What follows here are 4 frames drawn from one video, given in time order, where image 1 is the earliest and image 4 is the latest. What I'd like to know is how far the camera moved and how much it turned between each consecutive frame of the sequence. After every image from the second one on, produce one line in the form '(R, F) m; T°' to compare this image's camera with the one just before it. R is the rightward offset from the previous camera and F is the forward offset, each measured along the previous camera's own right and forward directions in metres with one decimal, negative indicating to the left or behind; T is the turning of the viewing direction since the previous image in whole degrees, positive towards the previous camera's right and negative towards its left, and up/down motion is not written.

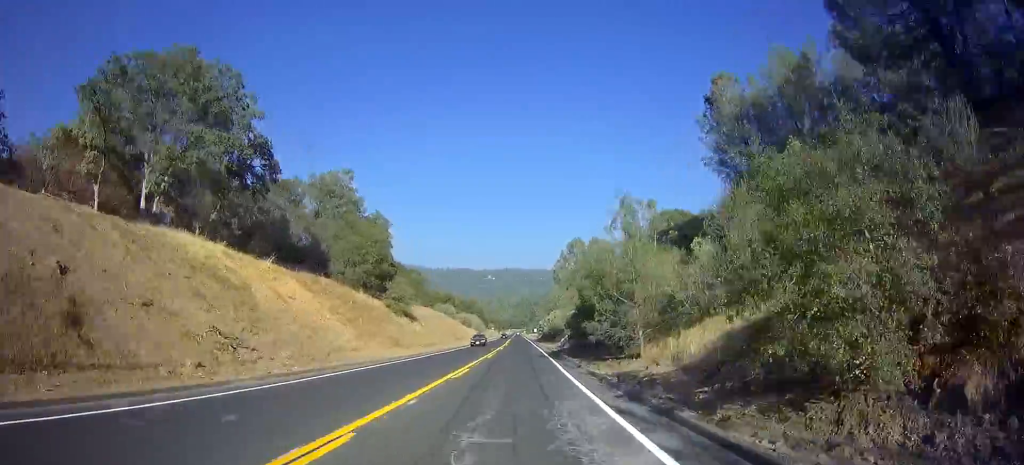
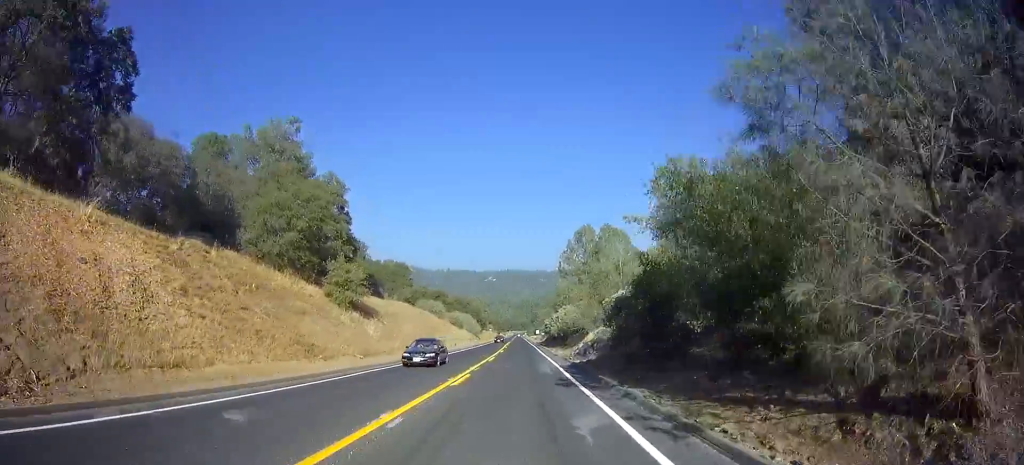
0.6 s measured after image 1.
(0.0, +17.2) m; 0°
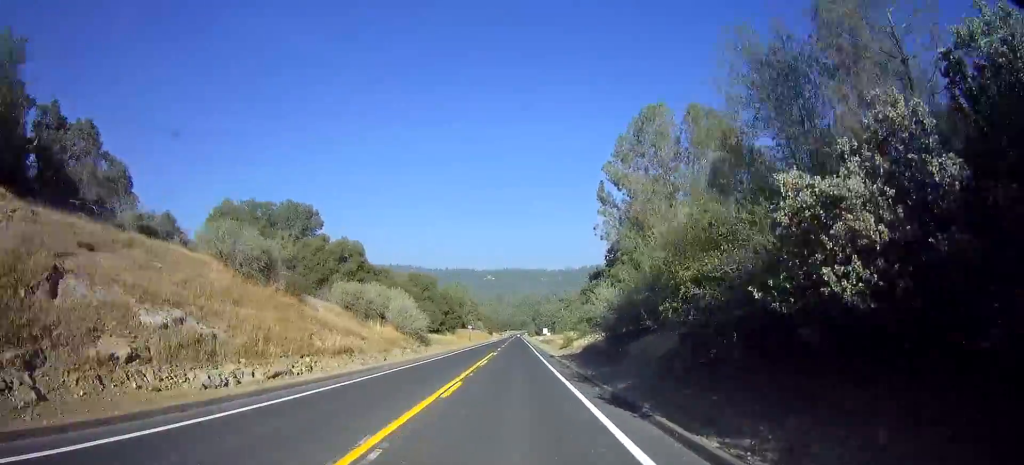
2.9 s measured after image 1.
(-0.2, +60.4) m; -1°
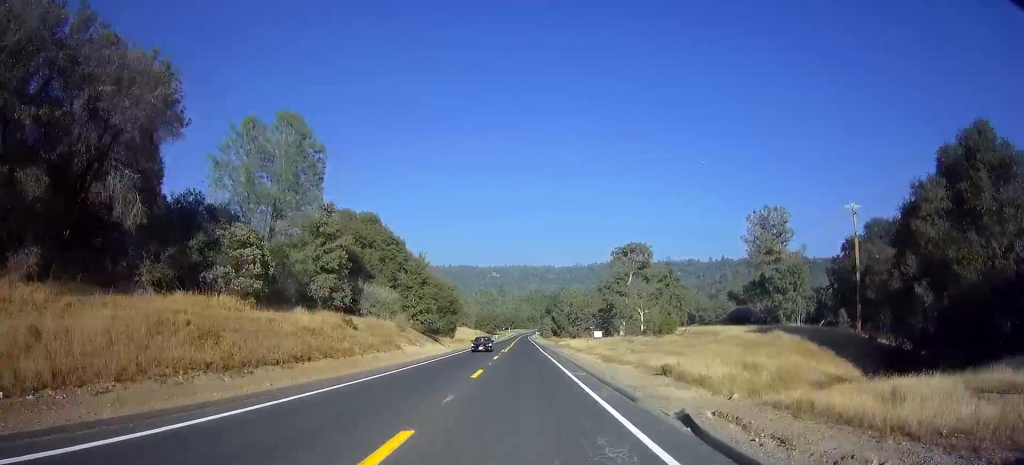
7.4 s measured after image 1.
(-0.5, +123.5) m; 0°
